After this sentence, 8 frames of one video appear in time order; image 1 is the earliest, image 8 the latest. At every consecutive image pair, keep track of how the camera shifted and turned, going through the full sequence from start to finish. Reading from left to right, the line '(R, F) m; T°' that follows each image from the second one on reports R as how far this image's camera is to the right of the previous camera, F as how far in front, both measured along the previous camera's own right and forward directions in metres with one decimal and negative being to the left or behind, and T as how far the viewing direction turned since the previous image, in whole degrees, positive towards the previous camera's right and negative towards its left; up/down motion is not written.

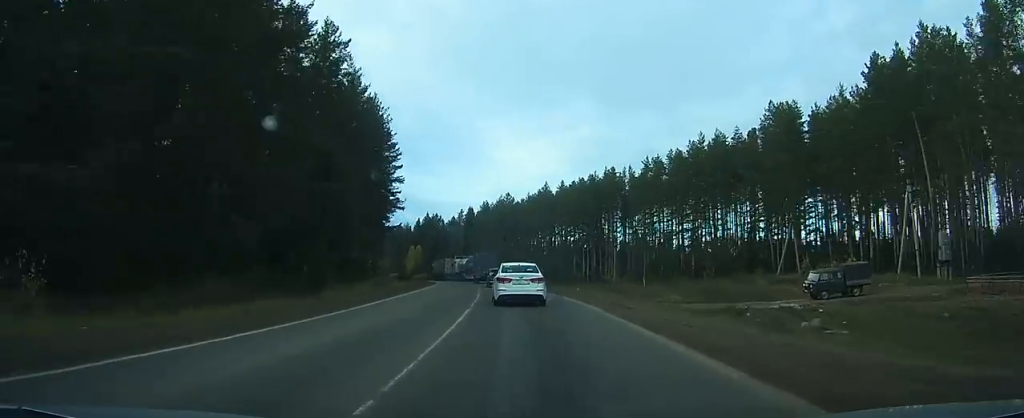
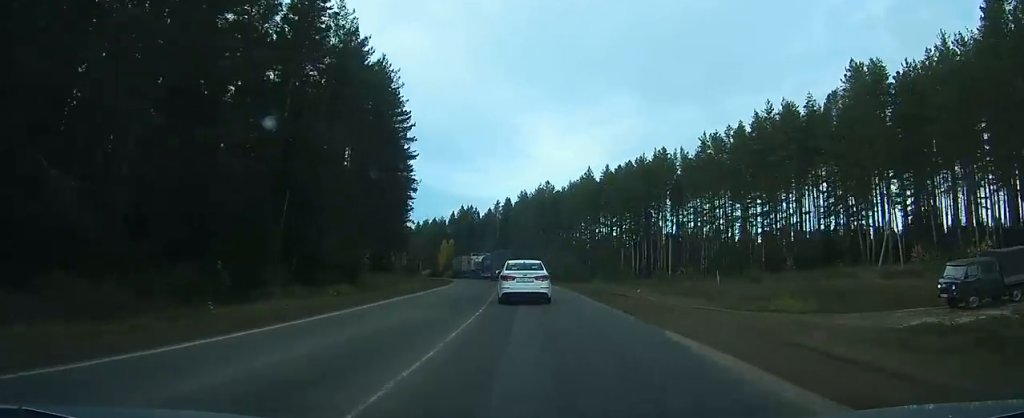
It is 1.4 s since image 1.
(-0.5, +16.4) m; -3°
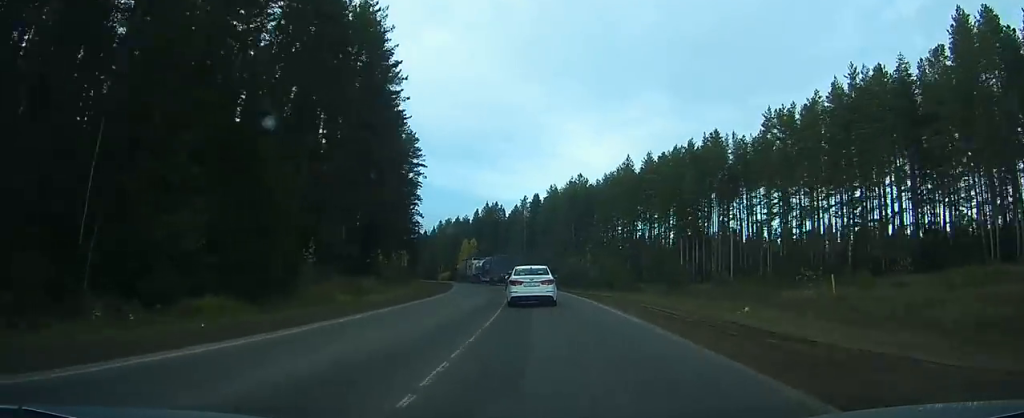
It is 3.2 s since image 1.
(-0.7, +20.4) m; -3°
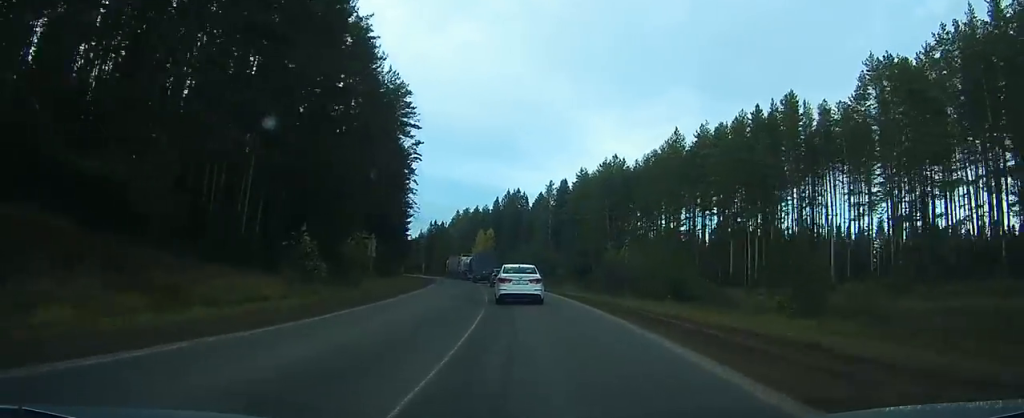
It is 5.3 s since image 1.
(-0.7, +22.8) m; -3°
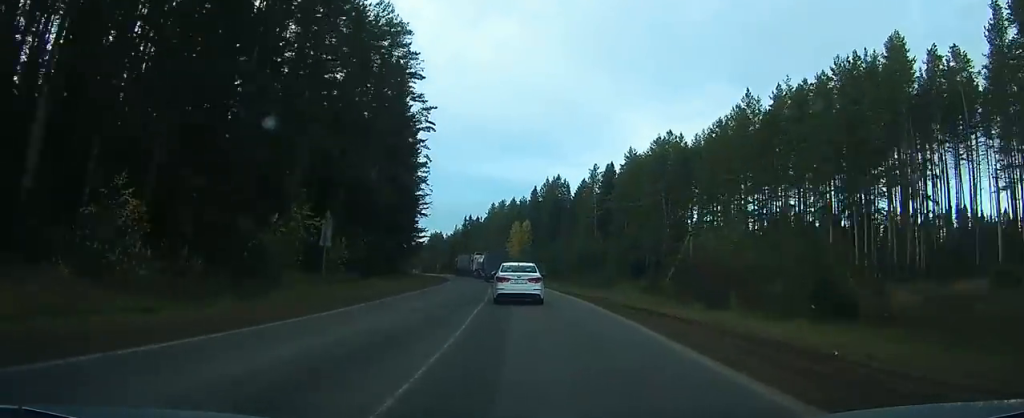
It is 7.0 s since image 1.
(-0.4, +18.1) m; -3°
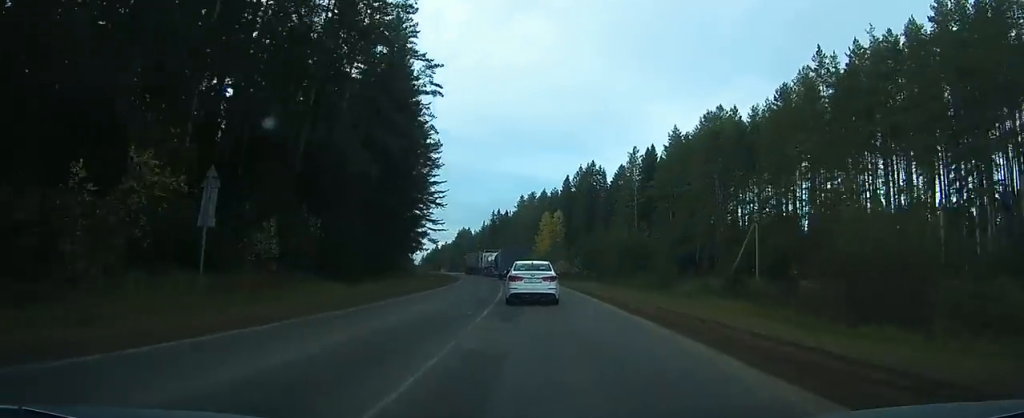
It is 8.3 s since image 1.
(-0.2, +14.2) m; -3°
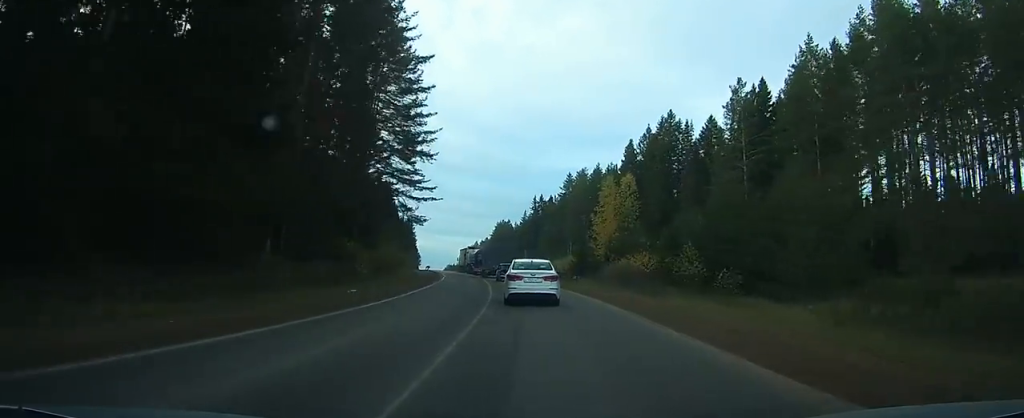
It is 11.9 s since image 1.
(-2.8, +42.1) m; -6°
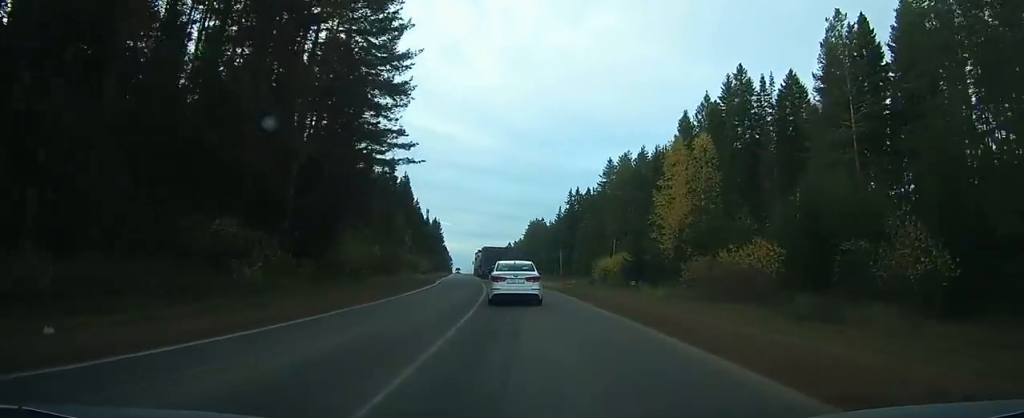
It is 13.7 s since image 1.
(-0.4, +21.9) m; -3°
